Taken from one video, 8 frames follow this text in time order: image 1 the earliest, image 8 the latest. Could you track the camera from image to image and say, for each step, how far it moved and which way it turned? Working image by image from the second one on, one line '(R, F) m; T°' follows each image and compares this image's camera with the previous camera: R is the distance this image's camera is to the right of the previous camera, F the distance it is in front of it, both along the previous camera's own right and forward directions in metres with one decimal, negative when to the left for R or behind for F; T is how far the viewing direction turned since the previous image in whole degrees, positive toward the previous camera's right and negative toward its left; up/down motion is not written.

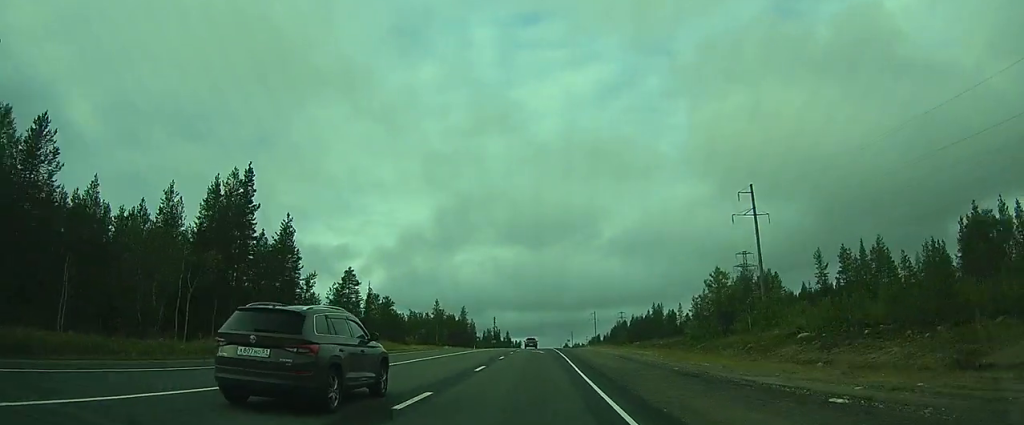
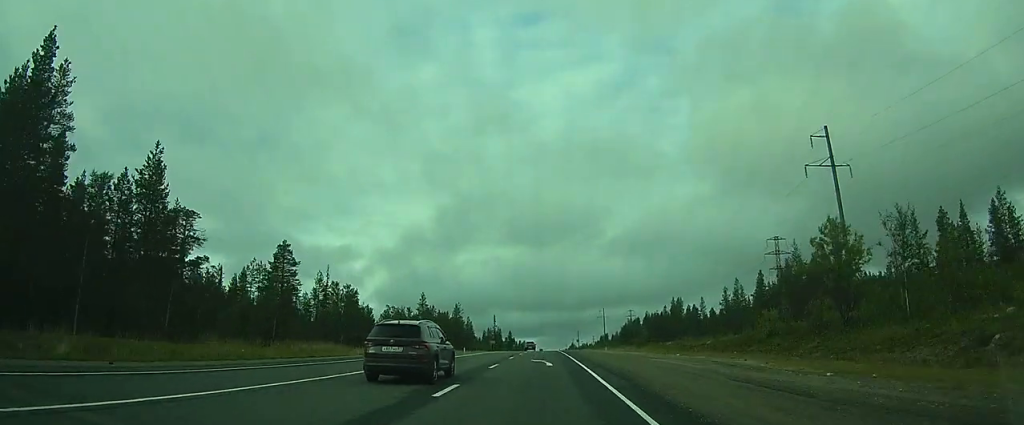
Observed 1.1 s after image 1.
(-0.1, +21.2) m; -1°
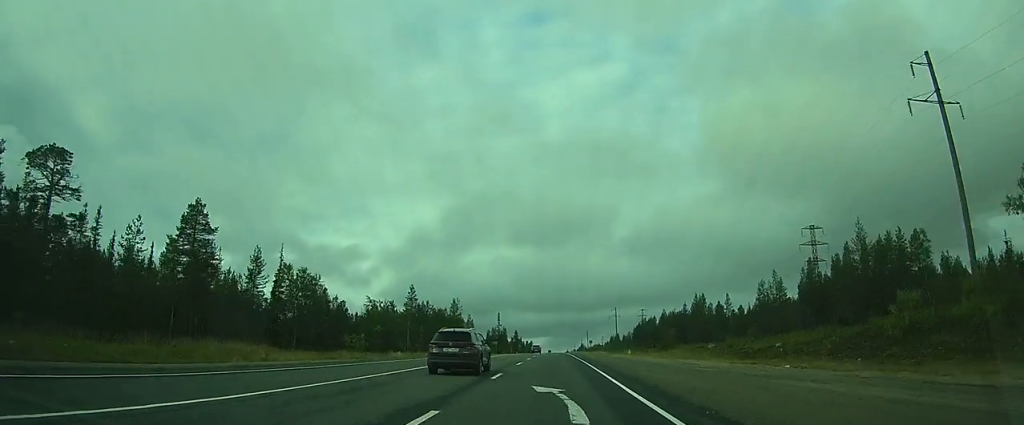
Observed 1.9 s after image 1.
(-0.1, +16.6) m; -1°
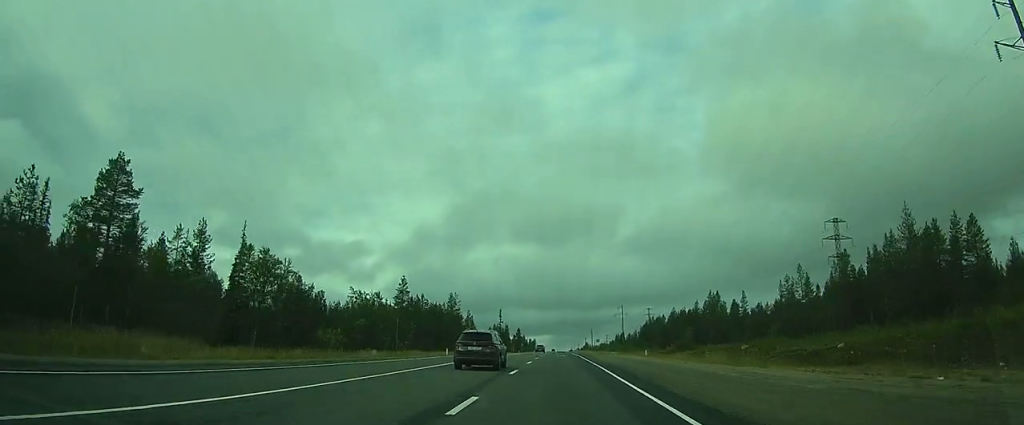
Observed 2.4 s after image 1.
(+0.1, +9.3) m; -1°
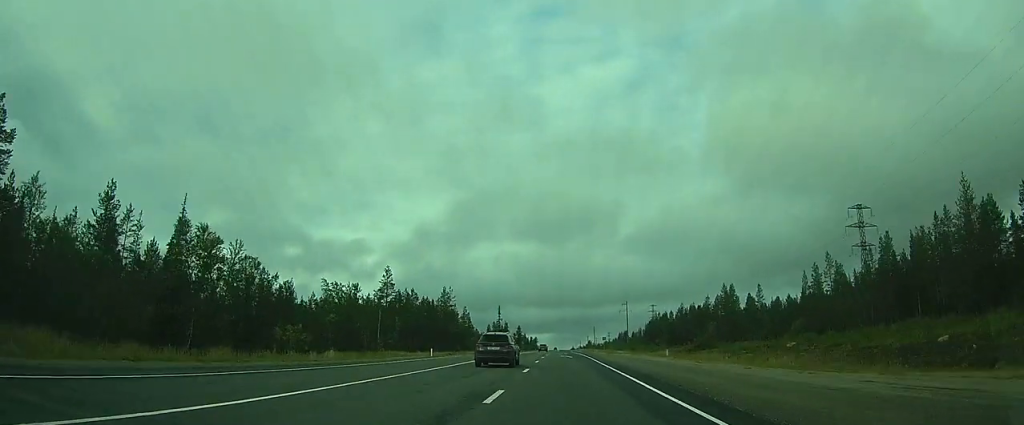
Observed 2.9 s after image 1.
(-0.2, +10.0) m; -1°
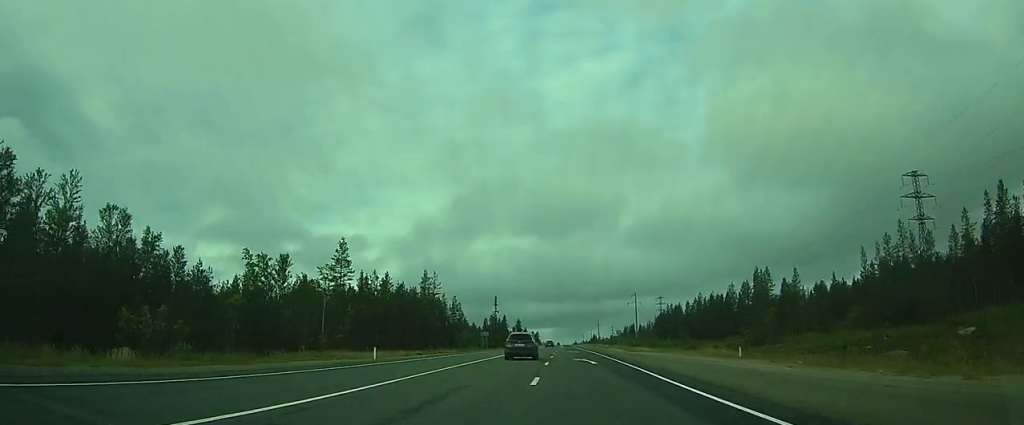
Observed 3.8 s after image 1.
(-0.3, +19.4) m; -1°
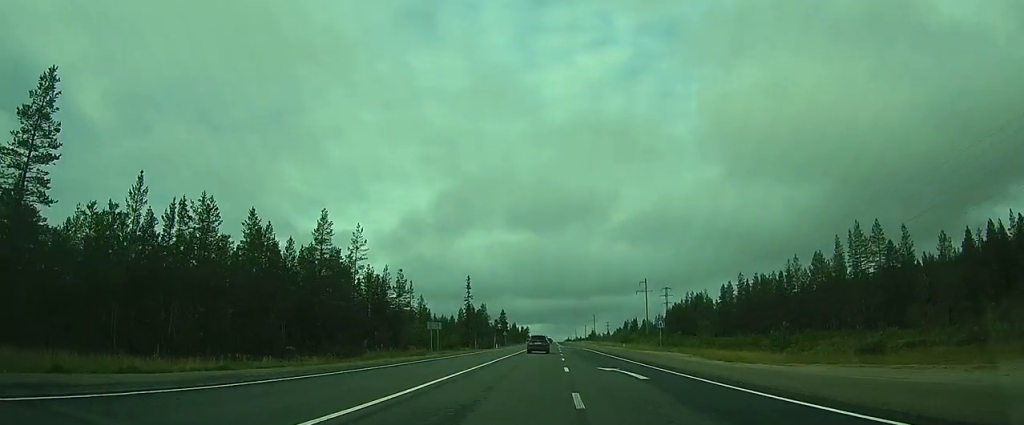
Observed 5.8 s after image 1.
(+0.6, +40.1) m; +2°
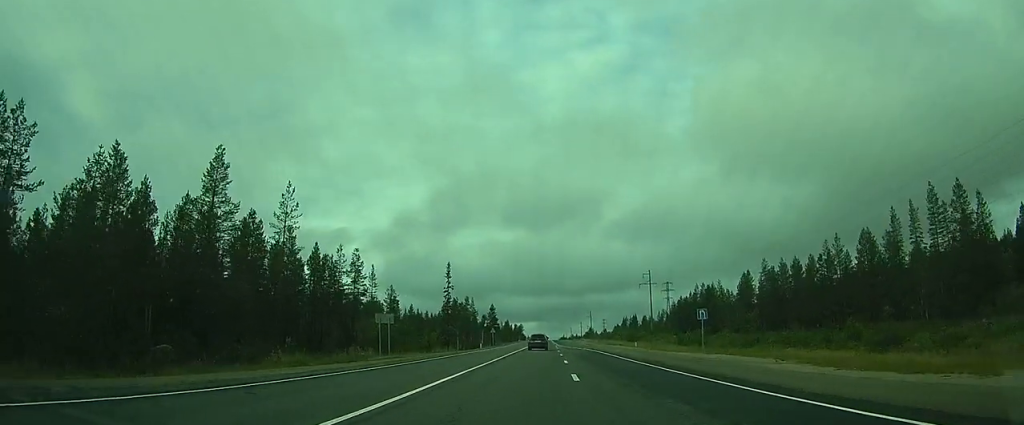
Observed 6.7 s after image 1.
(+0.2, +16.6) m; +1°
